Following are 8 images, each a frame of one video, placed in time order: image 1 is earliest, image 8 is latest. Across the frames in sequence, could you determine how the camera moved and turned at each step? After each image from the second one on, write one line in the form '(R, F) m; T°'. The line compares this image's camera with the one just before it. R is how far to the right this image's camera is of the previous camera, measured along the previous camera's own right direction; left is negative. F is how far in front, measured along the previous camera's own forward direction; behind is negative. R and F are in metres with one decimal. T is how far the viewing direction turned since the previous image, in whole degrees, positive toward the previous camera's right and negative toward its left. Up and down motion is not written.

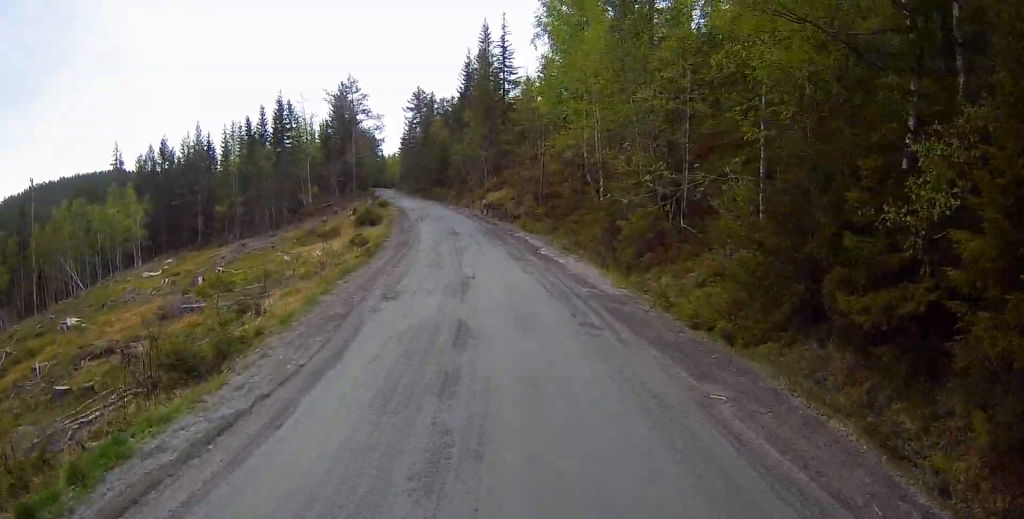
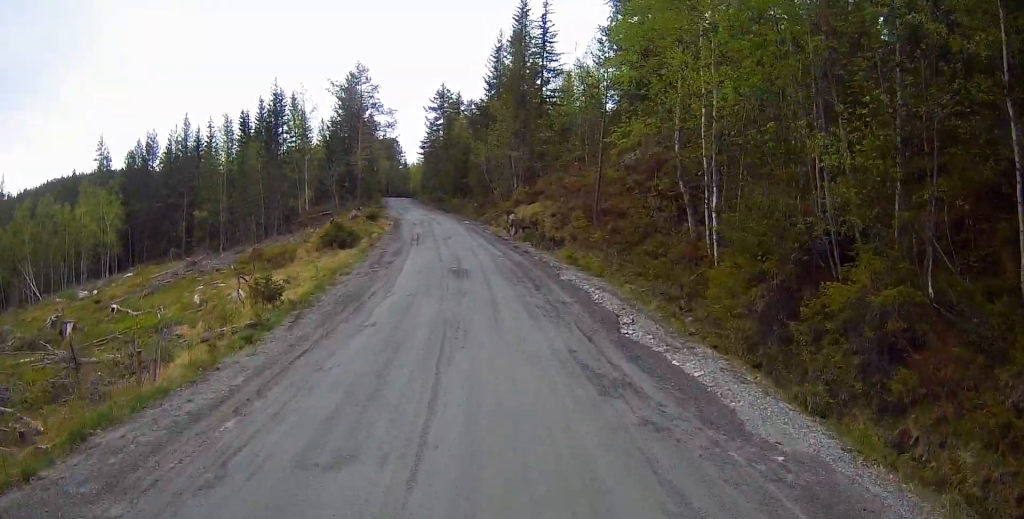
(+0.1, +13.1) m; -1°
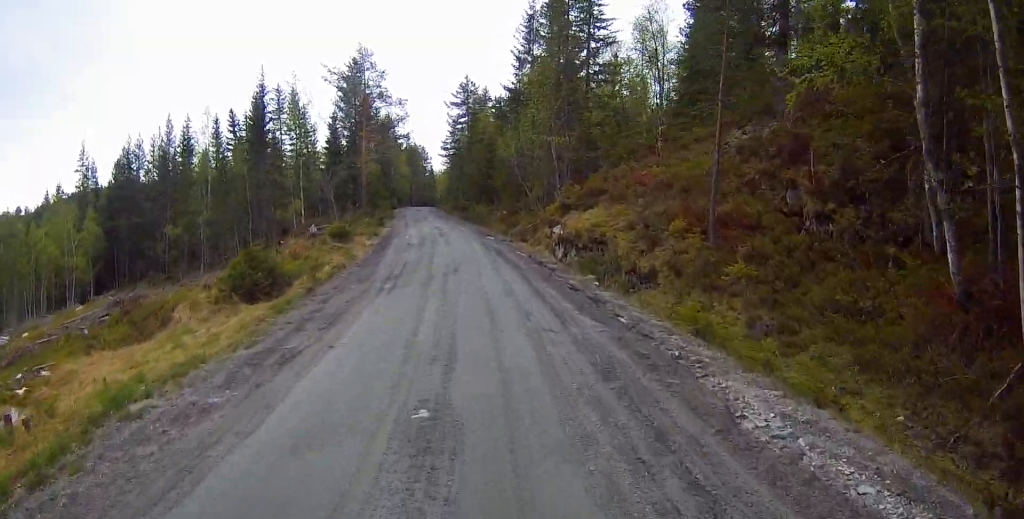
(-0.3, +12.8) m; -3°
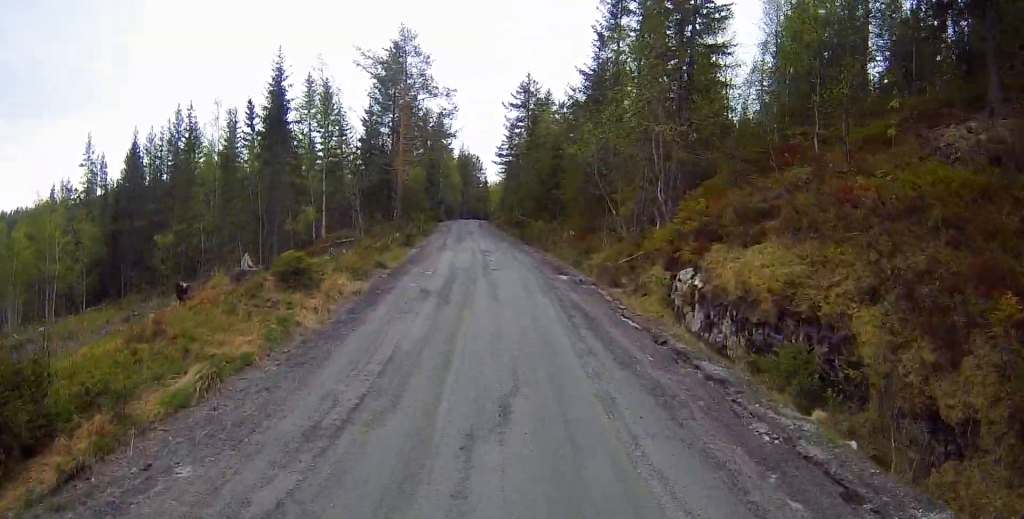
(-0.3, +10.9) m; -3°
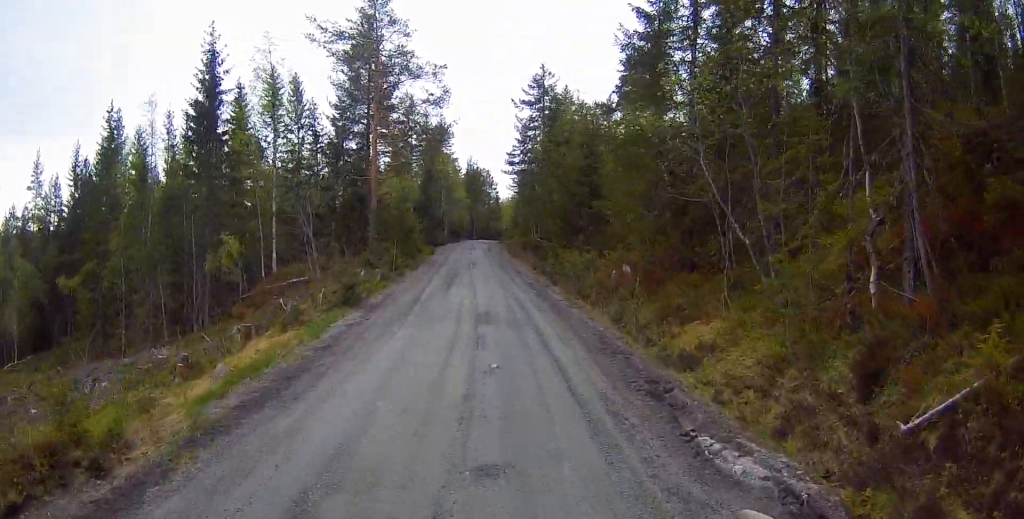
(-0.2, +13.8) m; -1°
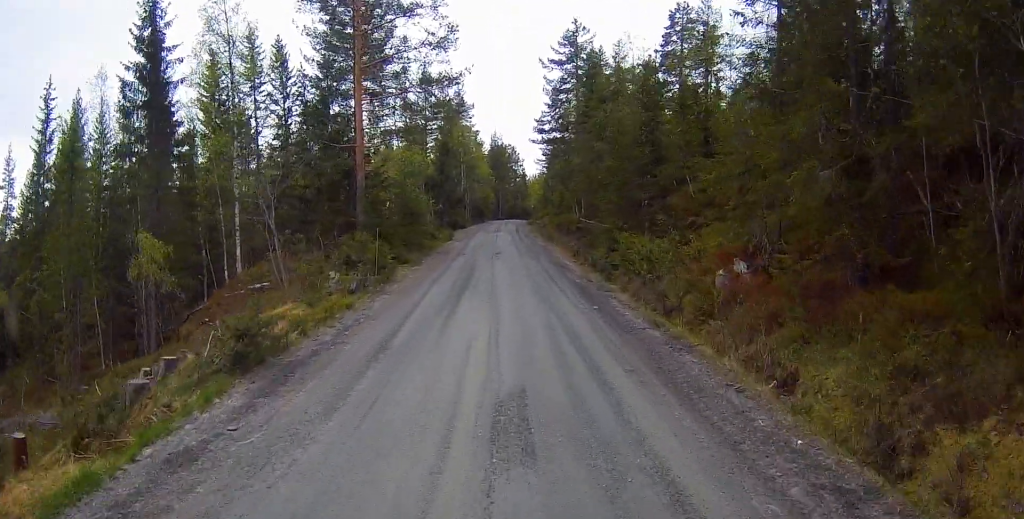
(-0.1, +9.2) m; -2°
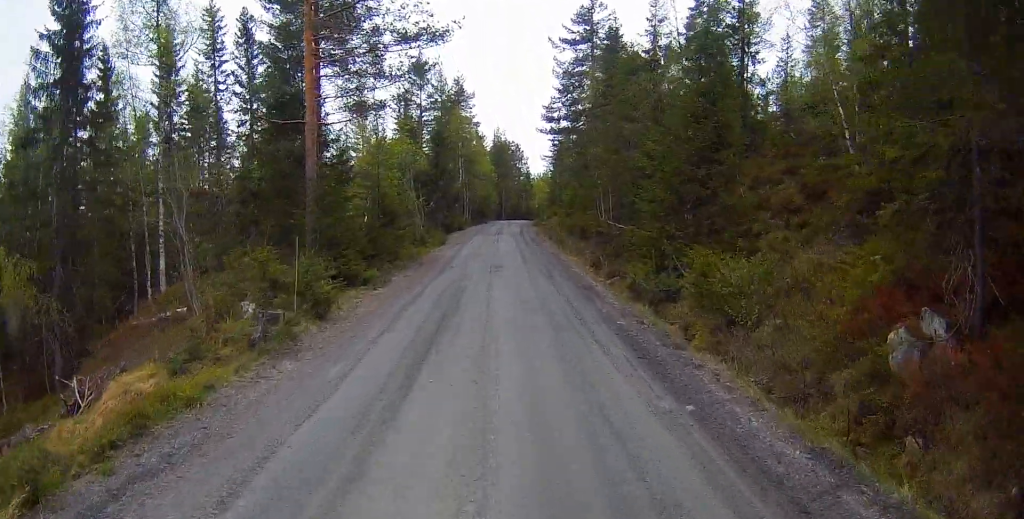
(-0.1, +7.3) m; -1°
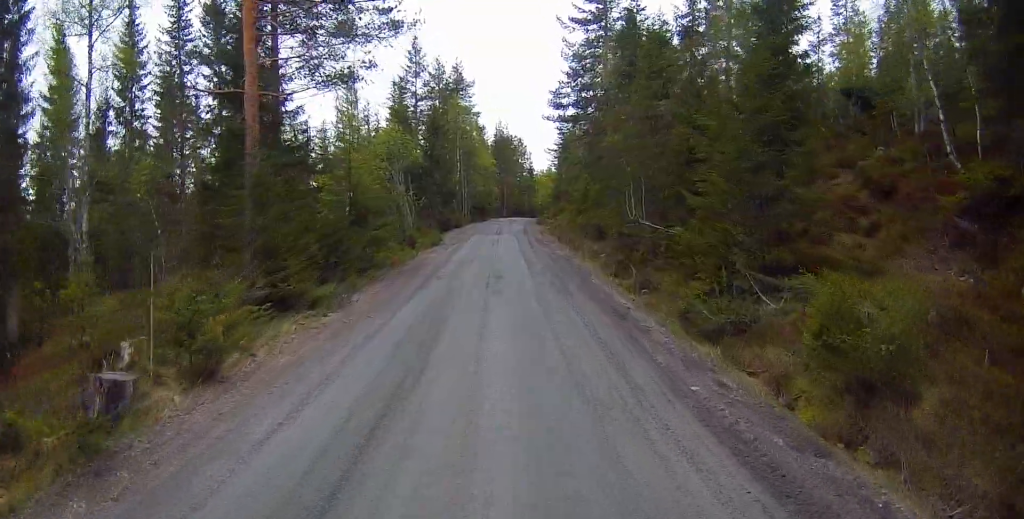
(-0.1, +4.9) m; 0°
